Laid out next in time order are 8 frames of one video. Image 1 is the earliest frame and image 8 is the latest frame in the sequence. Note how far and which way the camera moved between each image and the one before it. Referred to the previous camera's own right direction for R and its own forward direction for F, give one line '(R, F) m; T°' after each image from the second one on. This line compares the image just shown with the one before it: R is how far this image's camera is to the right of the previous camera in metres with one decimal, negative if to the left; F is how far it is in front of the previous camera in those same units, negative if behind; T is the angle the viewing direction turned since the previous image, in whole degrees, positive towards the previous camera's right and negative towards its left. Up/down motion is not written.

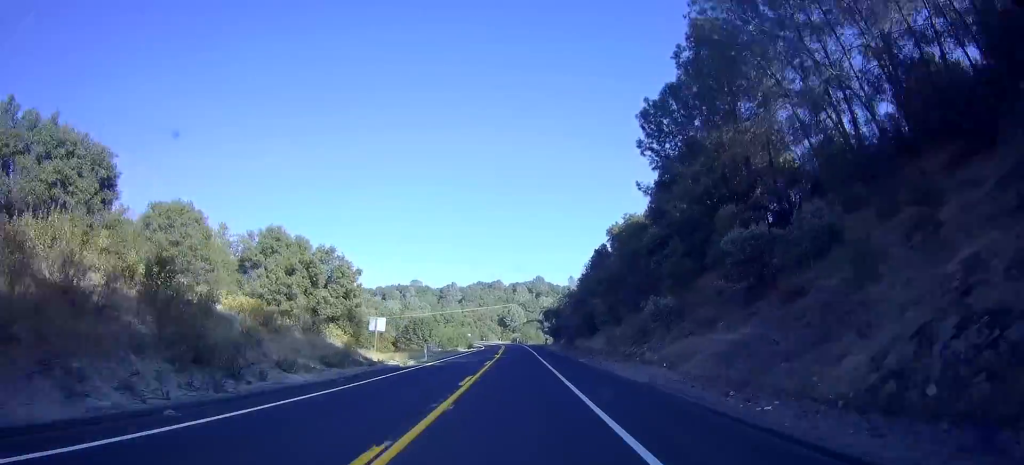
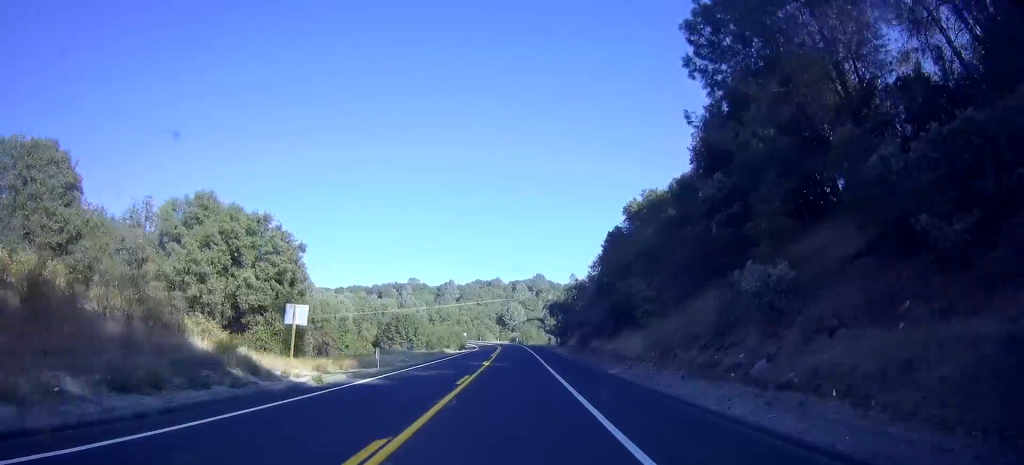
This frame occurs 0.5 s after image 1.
(0.0, +13.9) m; 0°
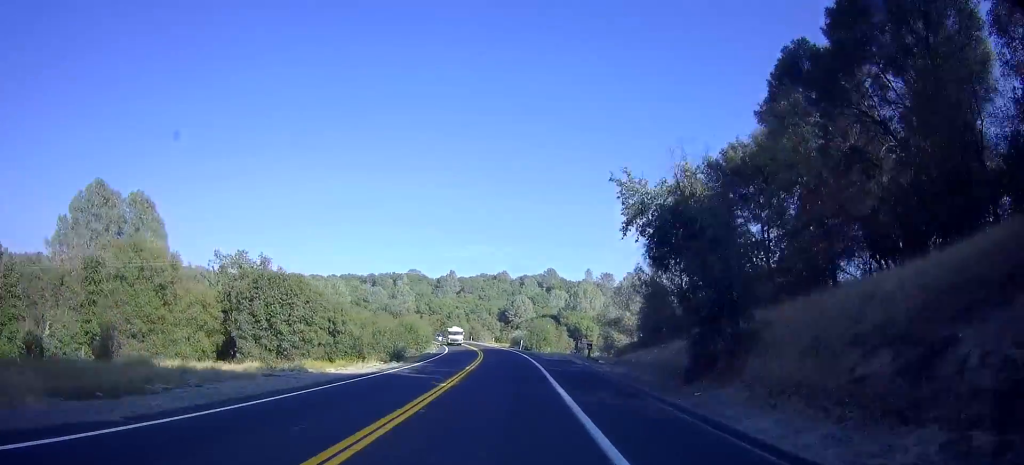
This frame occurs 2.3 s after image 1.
(+0.6, +49.6) m; 0°
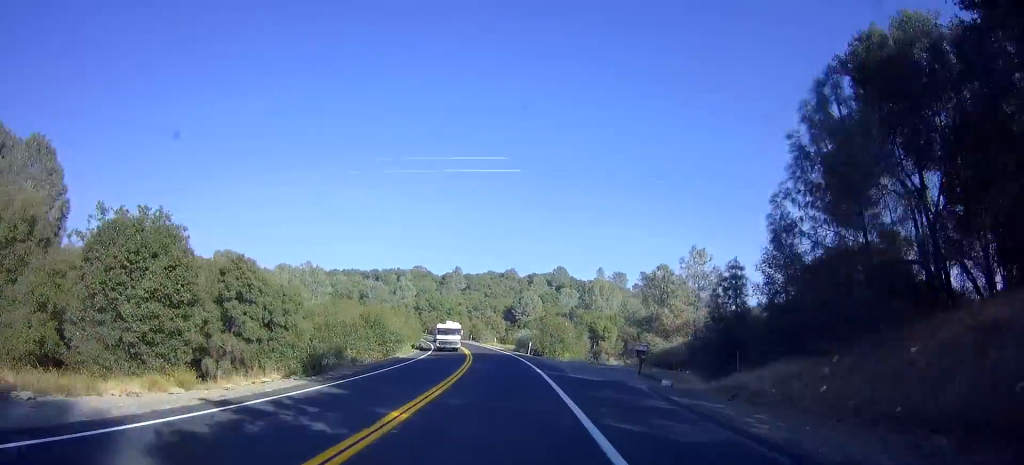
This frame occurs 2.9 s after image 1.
(+0.1, +17.4) m; -2°
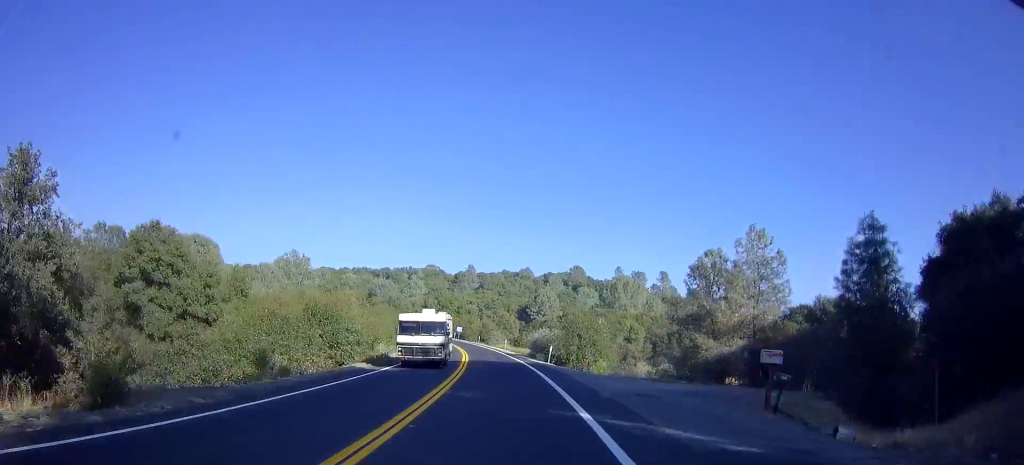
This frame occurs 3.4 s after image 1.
(-0.2, +13.8) m; -2°
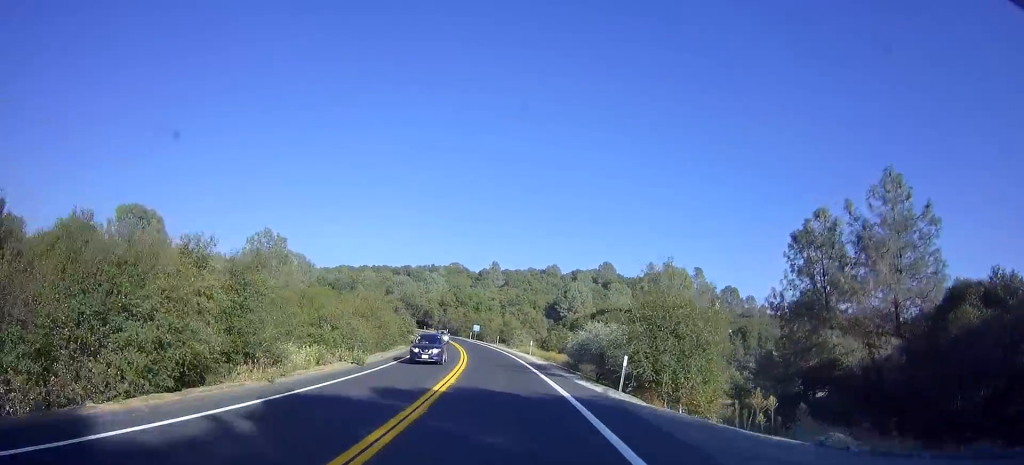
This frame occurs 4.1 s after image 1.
(-0.7, +19.4) m; -2°
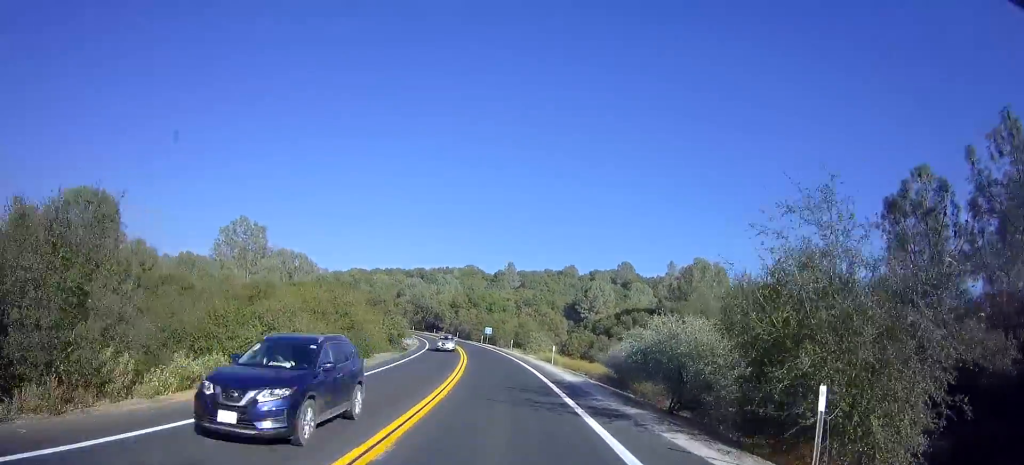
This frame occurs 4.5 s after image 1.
(-0.1, +11.0) m; -1°
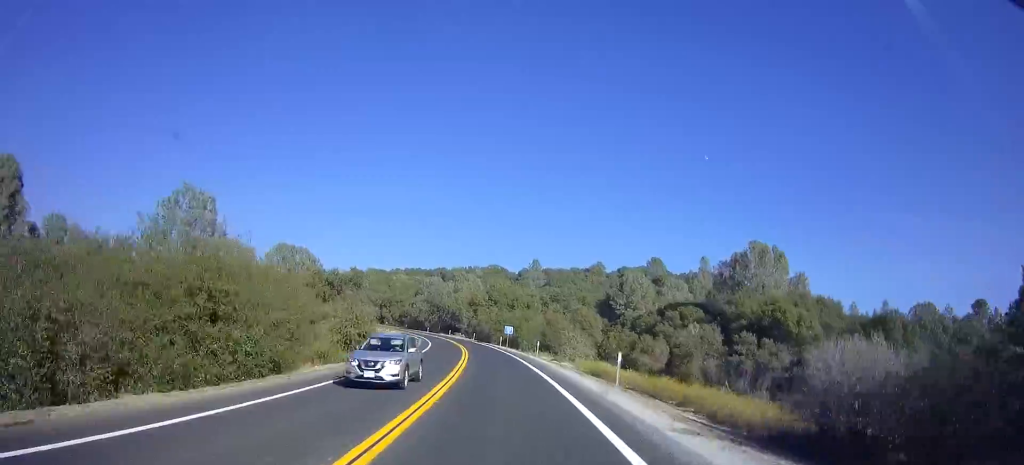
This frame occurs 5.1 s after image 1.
(+0.2, +16.4) m; -2°
